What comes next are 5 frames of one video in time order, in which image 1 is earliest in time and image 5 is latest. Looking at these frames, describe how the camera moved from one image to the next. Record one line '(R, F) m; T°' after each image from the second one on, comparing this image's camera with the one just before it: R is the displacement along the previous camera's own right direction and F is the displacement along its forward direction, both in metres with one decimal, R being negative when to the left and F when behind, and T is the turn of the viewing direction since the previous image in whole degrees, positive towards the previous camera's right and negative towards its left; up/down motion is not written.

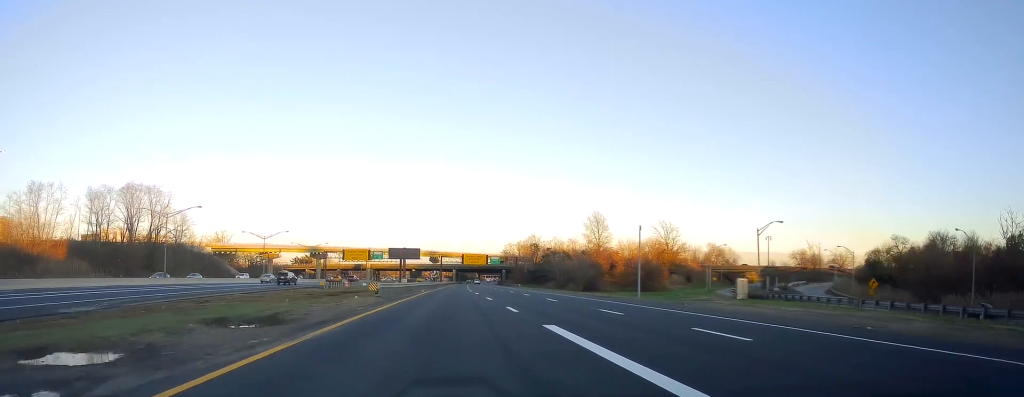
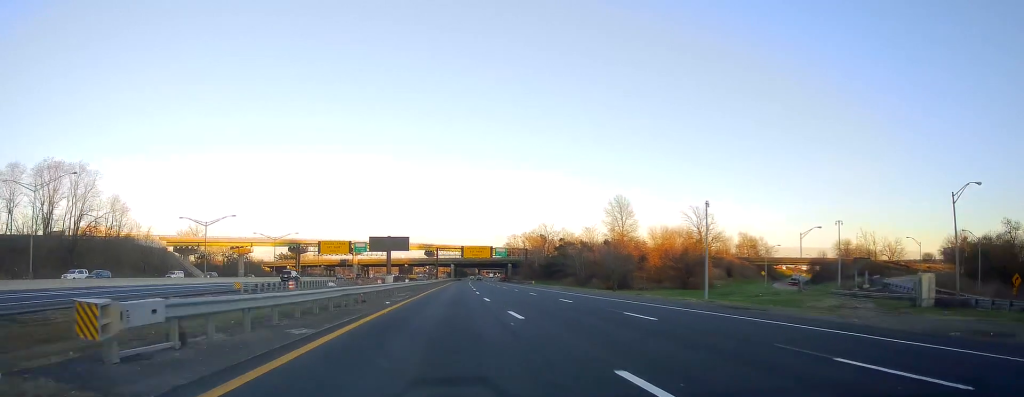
(0.0, +28.3) m; 0°
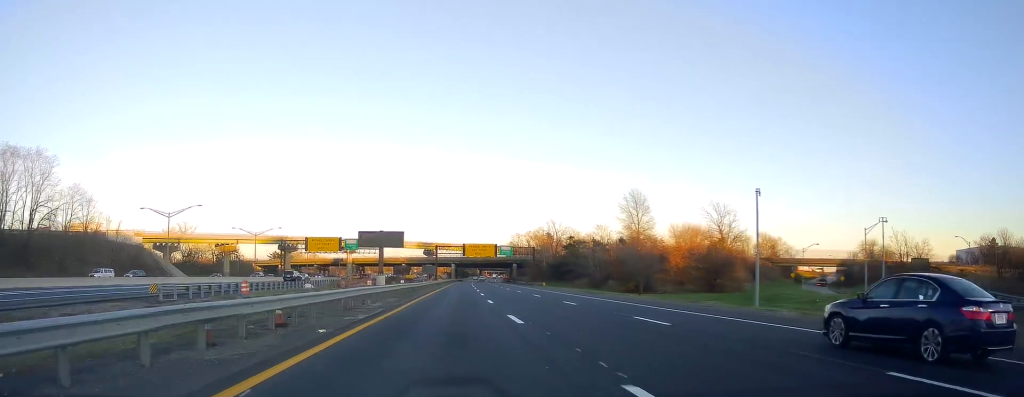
(0.0, +13.3) m; 0°
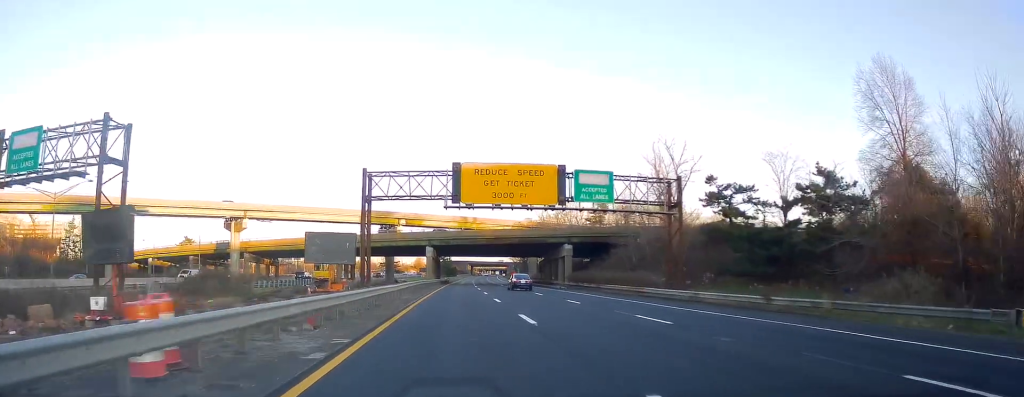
(+2.3, +98.5) m; +3°
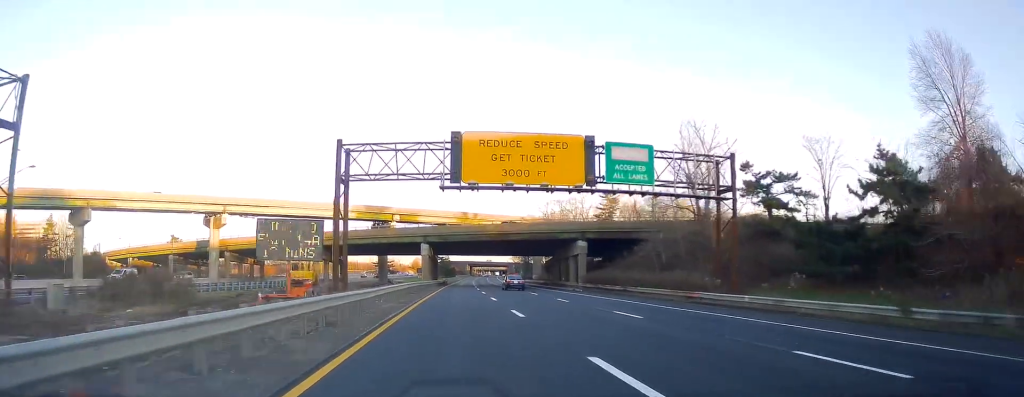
(0.0, +9.0) m; -1°
